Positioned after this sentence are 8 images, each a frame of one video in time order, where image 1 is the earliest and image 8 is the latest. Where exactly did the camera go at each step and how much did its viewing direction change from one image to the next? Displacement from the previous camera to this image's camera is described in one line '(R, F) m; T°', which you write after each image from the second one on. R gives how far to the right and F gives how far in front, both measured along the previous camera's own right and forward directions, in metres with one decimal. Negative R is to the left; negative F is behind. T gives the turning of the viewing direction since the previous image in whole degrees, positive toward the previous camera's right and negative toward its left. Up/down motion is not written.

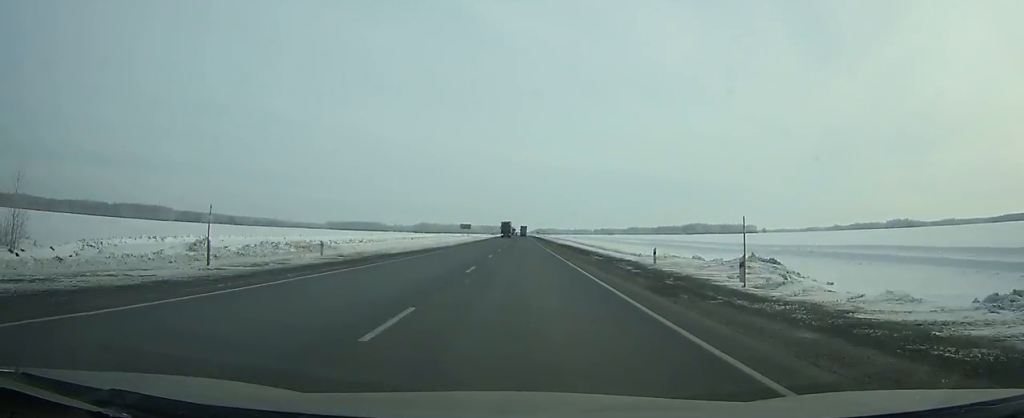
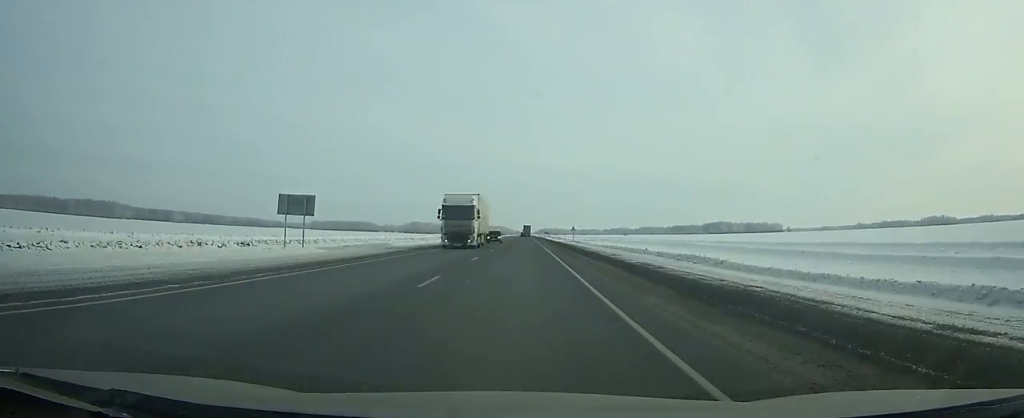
(0.0, +130.7) m; 0°
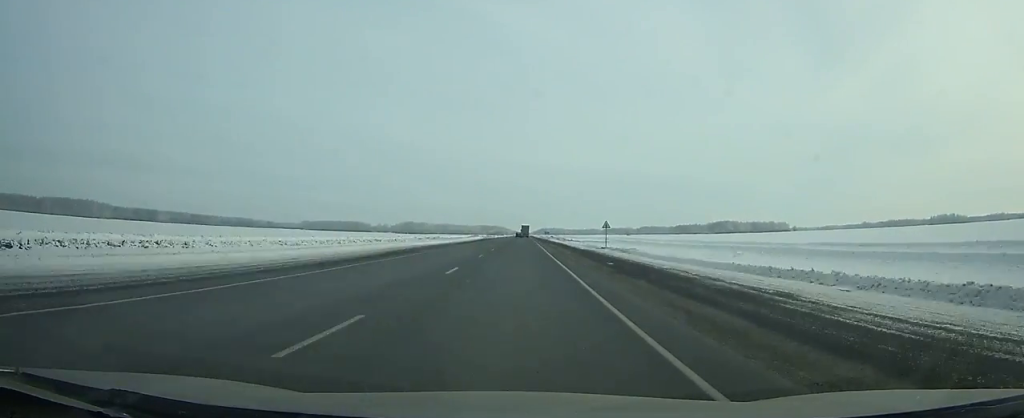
(0.0, +40.7) m; 0°
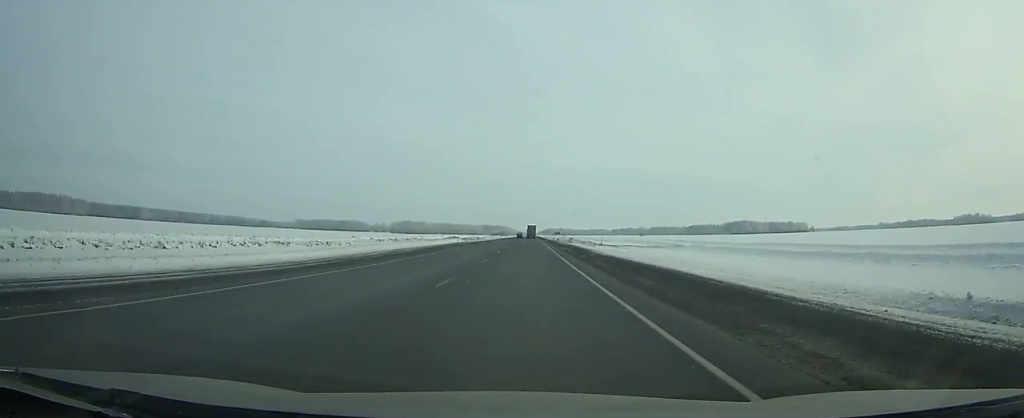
(-0.1, +60.8) m; 0°
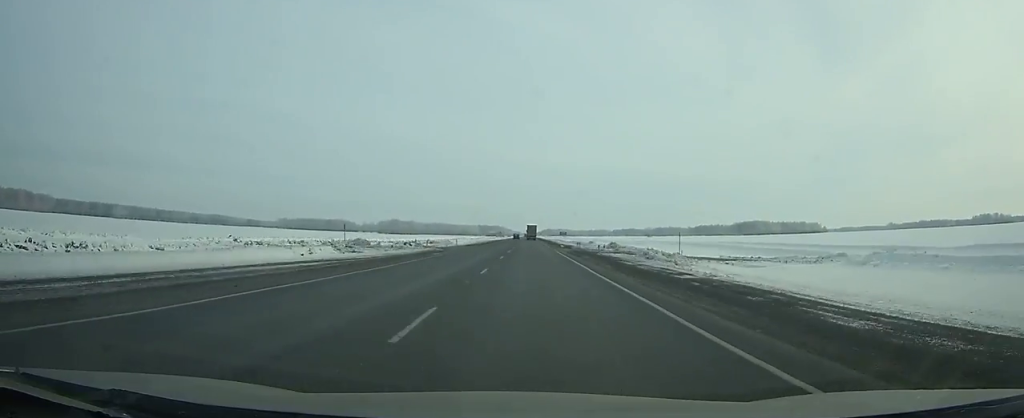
(-0.1, +63.8) m; 0°
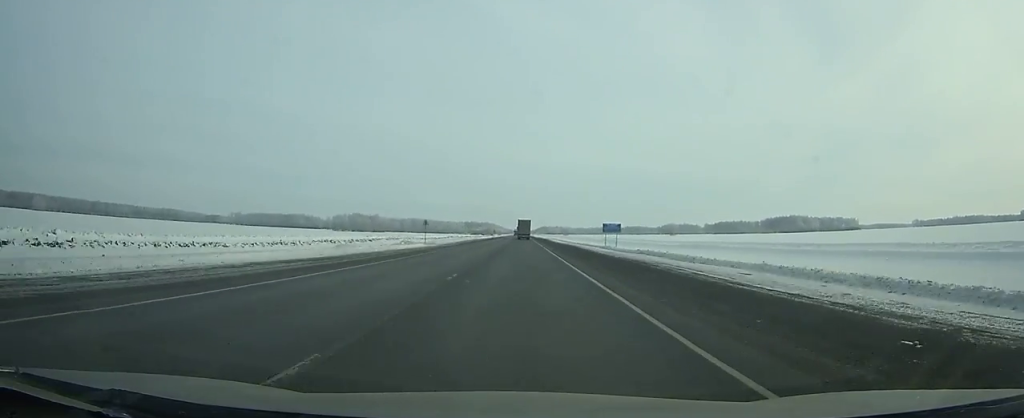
(+1.1, +154.5) m; +1°
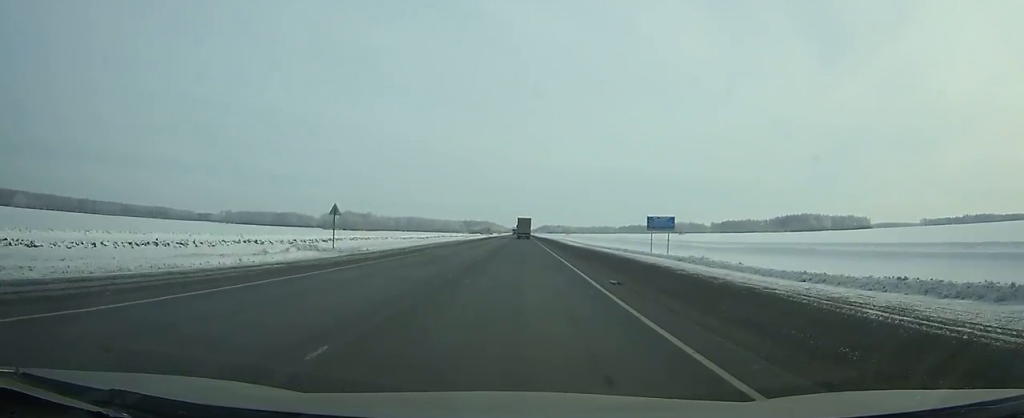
(0.0, +34.7) m; 0°
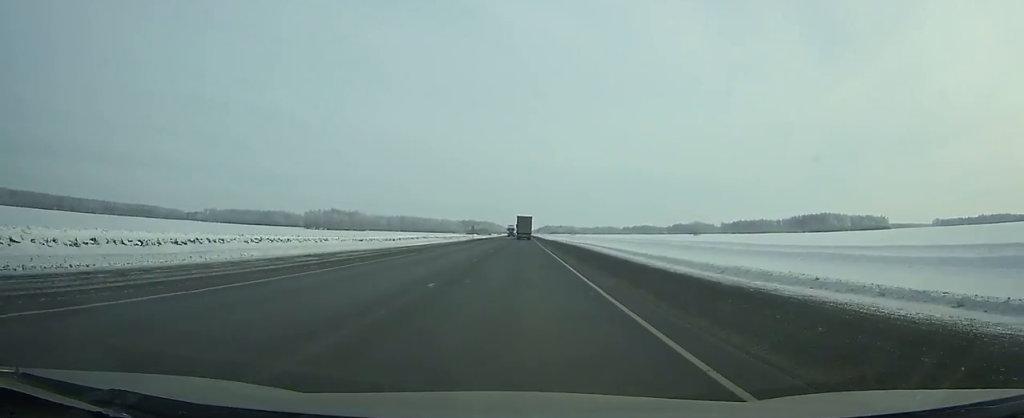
(0.0, +52.0) m; 0°
